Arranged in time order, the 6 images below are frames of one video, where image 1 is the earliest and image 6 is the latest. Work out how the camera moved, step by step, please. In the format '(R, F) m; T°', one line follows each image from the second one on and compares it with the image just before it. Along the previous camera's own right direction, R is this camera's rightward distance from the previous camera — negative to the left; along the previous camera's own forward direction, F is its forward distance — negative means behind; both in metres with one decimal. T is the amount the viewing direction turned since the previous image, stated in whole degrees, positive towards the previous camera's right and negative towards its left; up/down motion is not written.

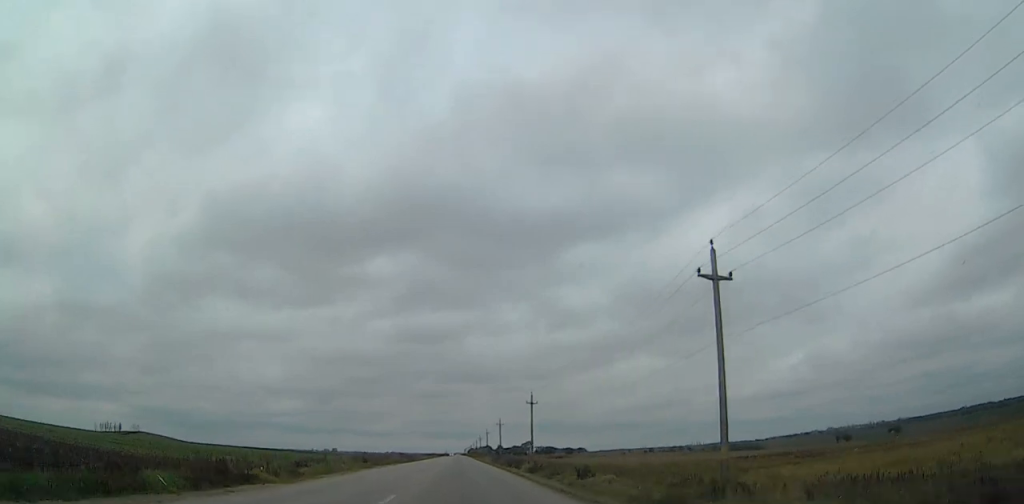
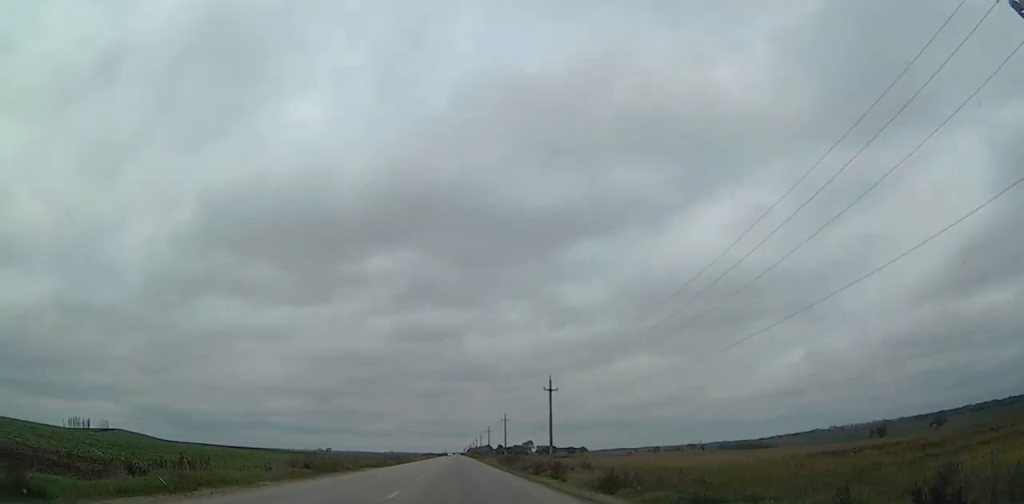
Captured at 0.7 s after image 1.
(-0.5, +20.9) m; -1°
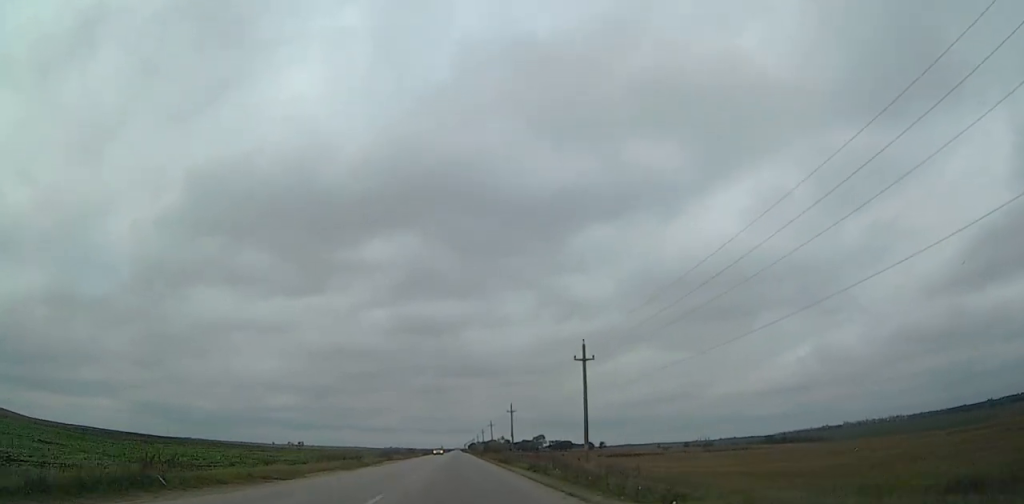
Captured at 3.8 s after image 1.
(+3.4, +93.9) m; +2°
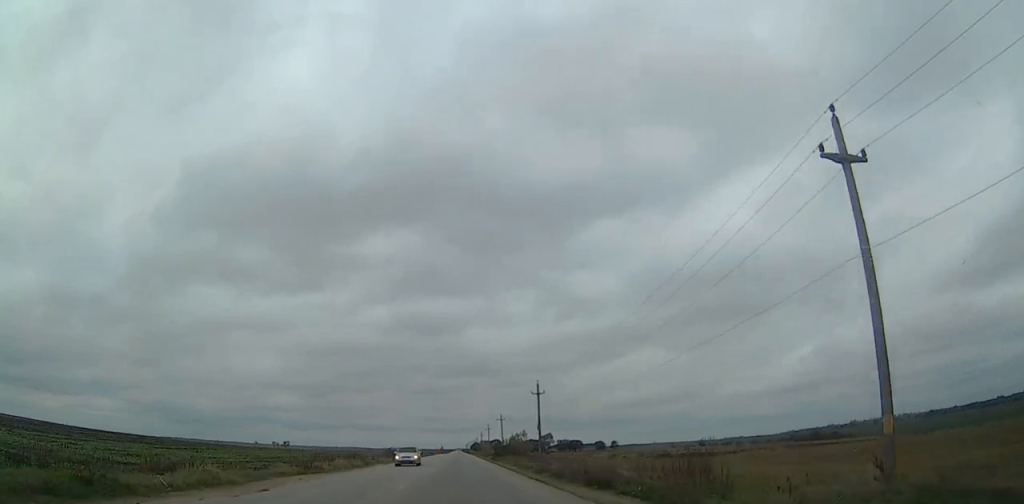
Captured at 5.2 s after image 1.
(-0.4, +40.1) m; 0°
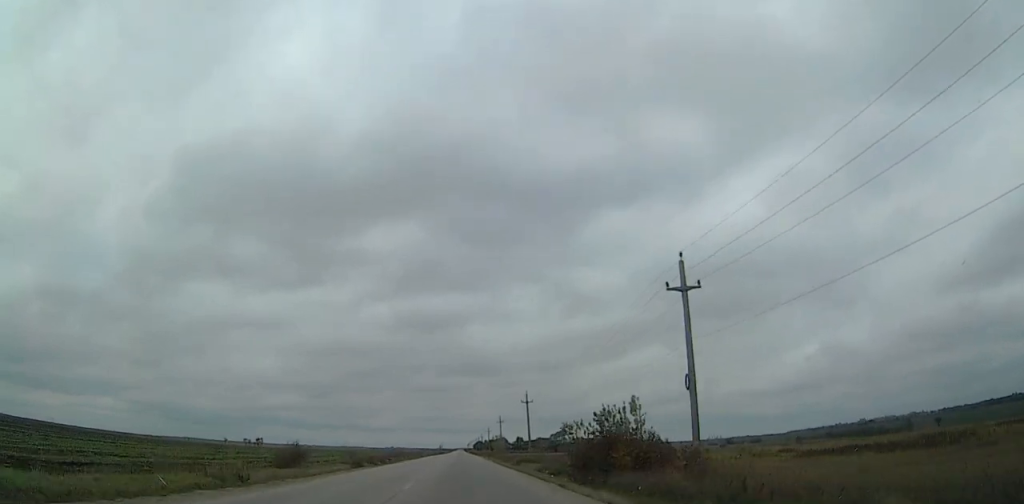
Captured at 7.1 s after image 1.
(+0.1, +57.1) m; 0°
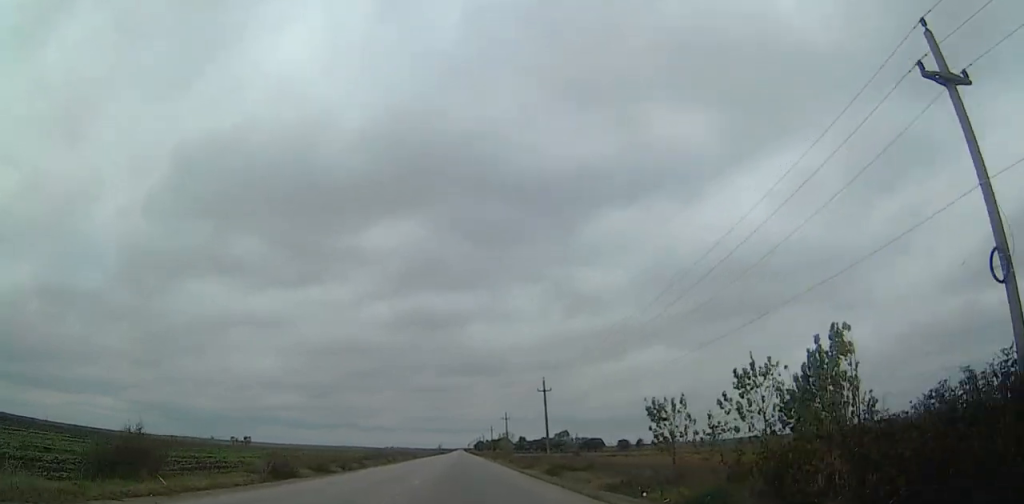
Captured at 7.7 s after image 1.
(0.0, +20.1) m; 0°
